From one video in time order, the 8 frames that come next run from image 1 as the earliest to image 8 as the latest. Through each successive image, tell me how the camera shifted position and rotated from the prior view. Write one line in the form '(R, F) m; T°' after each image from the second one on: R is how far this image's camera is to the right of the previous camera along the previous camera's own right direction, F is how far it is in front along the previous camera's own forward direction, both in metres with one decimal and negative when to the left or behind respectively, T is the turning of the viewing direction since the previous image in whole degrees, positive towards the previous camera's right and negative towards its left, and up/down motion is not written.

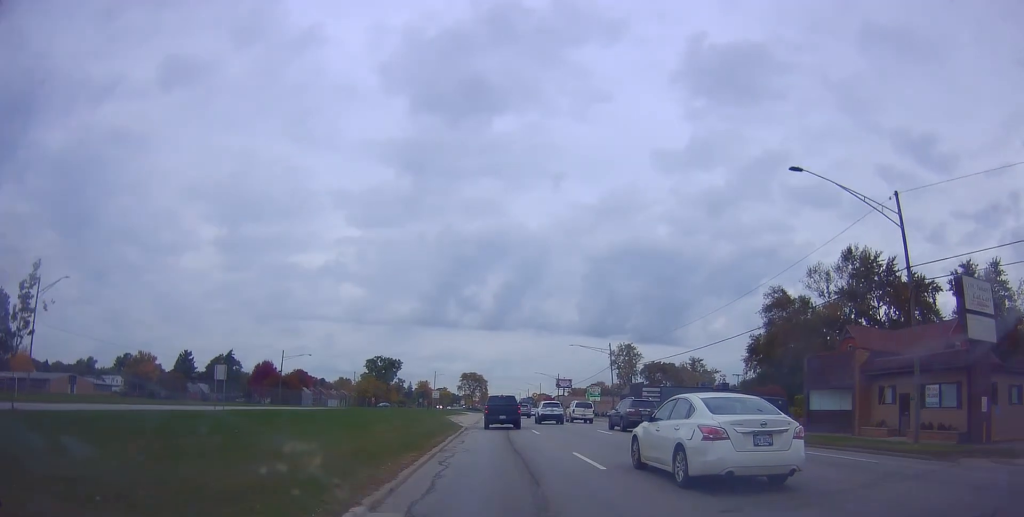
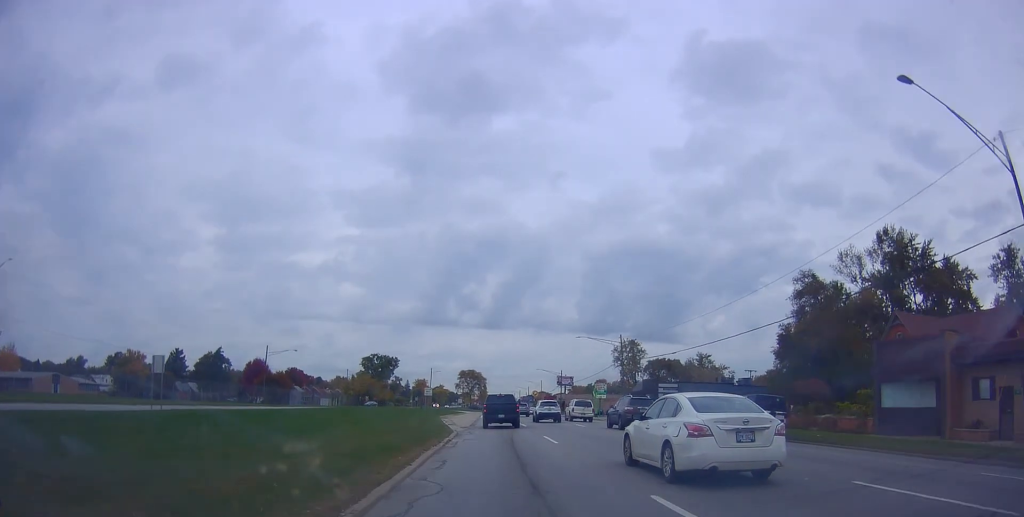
(-0.3, +8.1) m; 0°
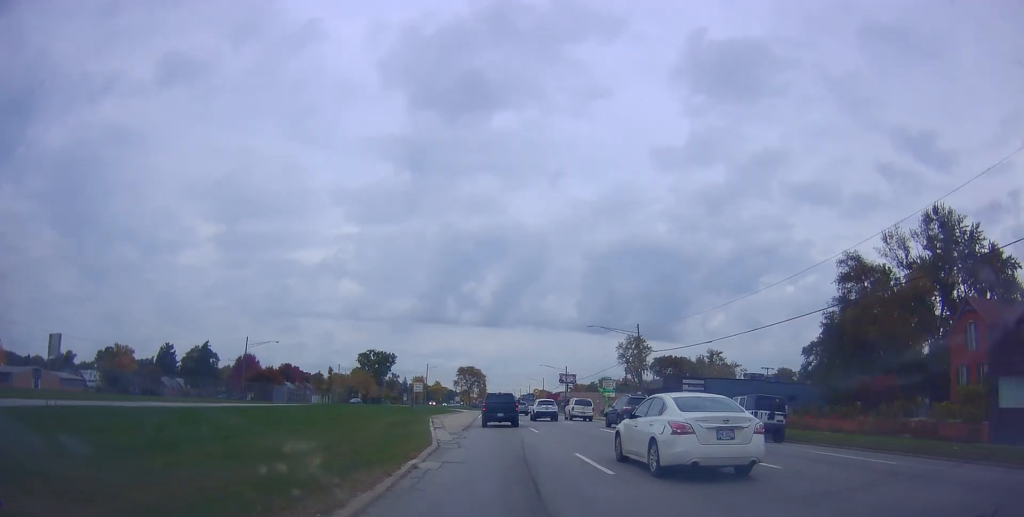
(0.0, +9.3) m; +1°
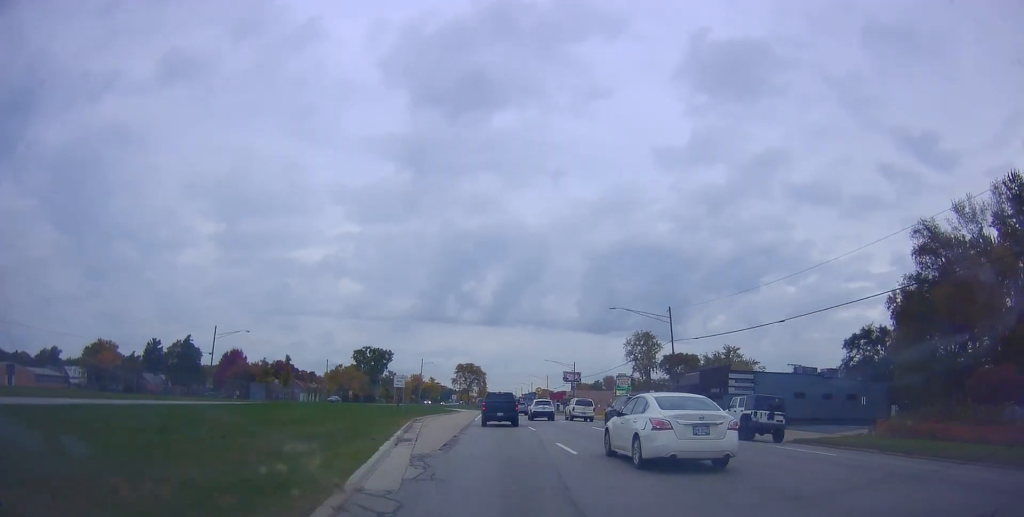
(+0.4, +12.4) m; +2°
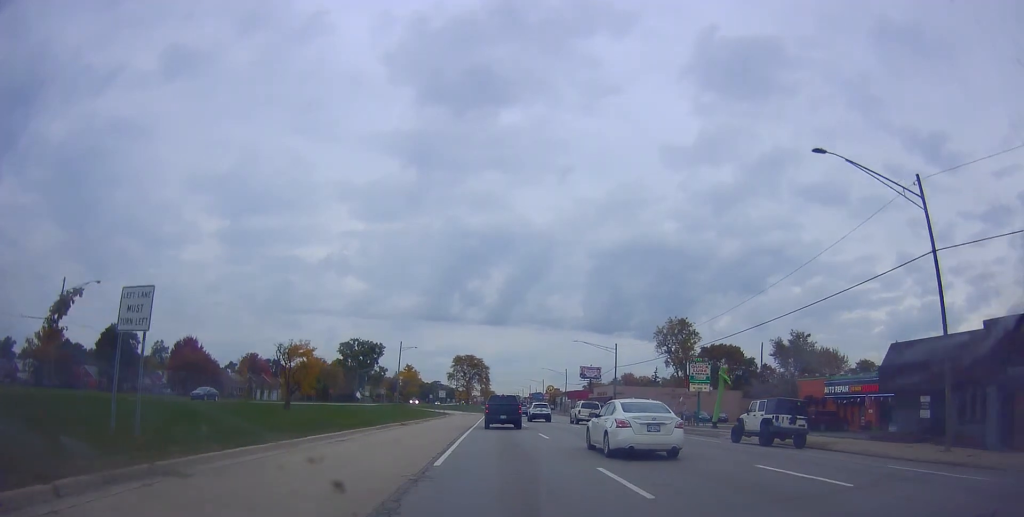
(-0.6, +37.4) m; -1°
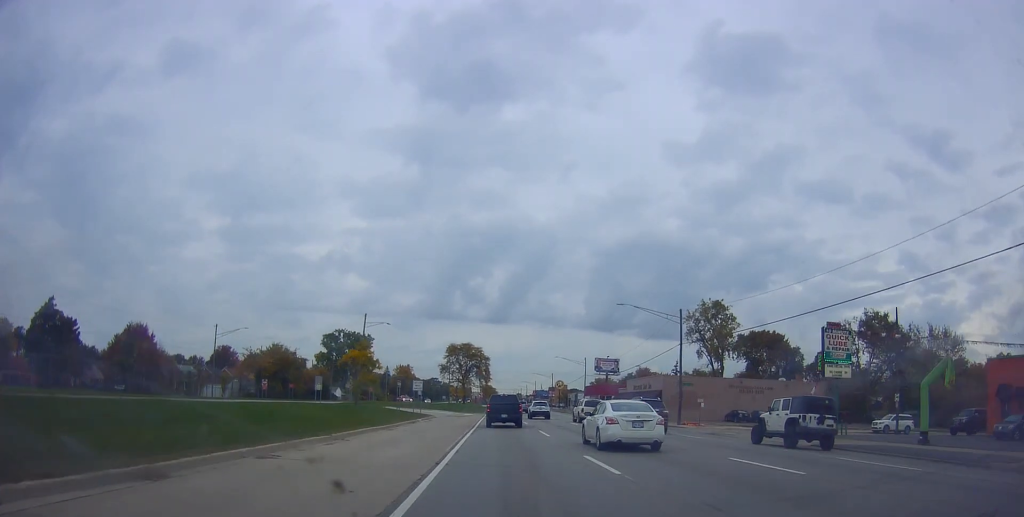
(-0.2, +28.5) m; -2°
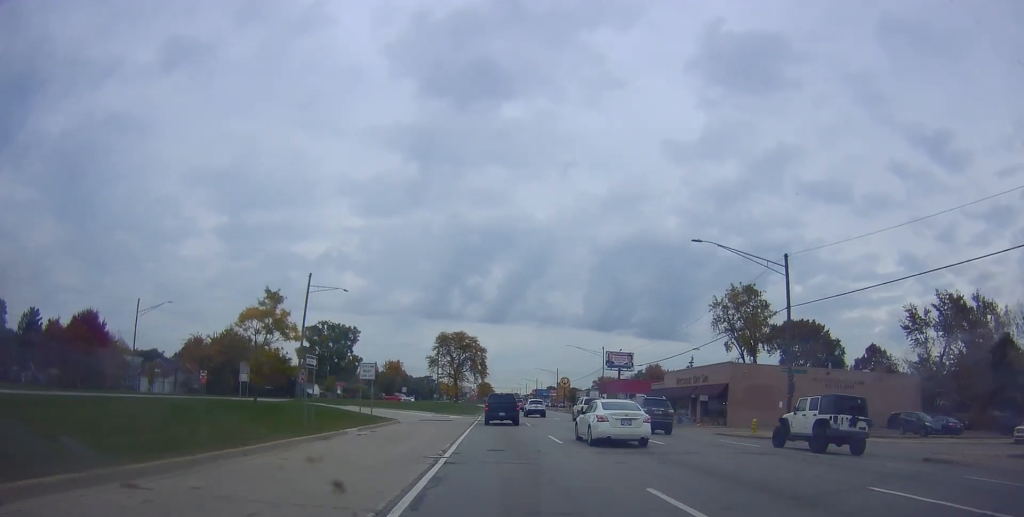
(-0.5, +21.1) m; 0°
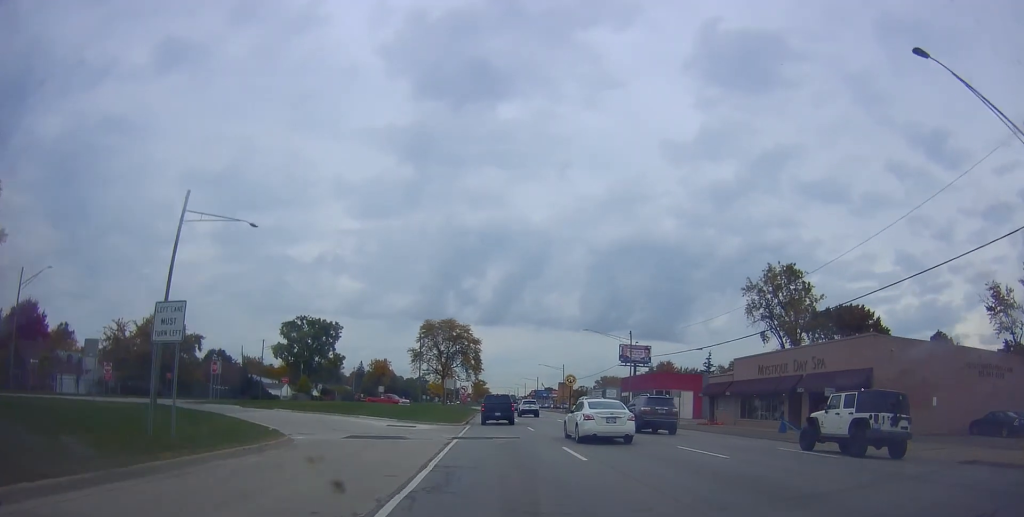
(+0.6, +21.2) m; +2°
